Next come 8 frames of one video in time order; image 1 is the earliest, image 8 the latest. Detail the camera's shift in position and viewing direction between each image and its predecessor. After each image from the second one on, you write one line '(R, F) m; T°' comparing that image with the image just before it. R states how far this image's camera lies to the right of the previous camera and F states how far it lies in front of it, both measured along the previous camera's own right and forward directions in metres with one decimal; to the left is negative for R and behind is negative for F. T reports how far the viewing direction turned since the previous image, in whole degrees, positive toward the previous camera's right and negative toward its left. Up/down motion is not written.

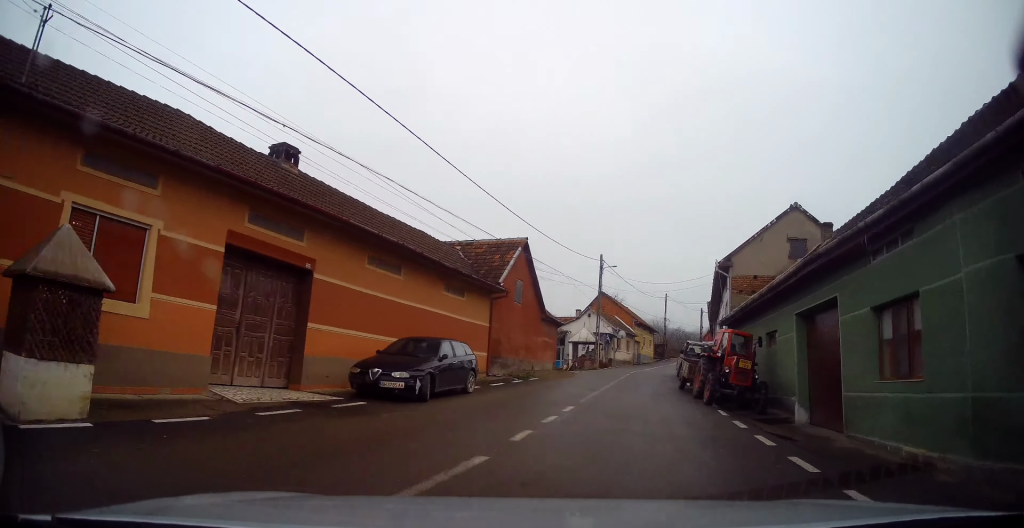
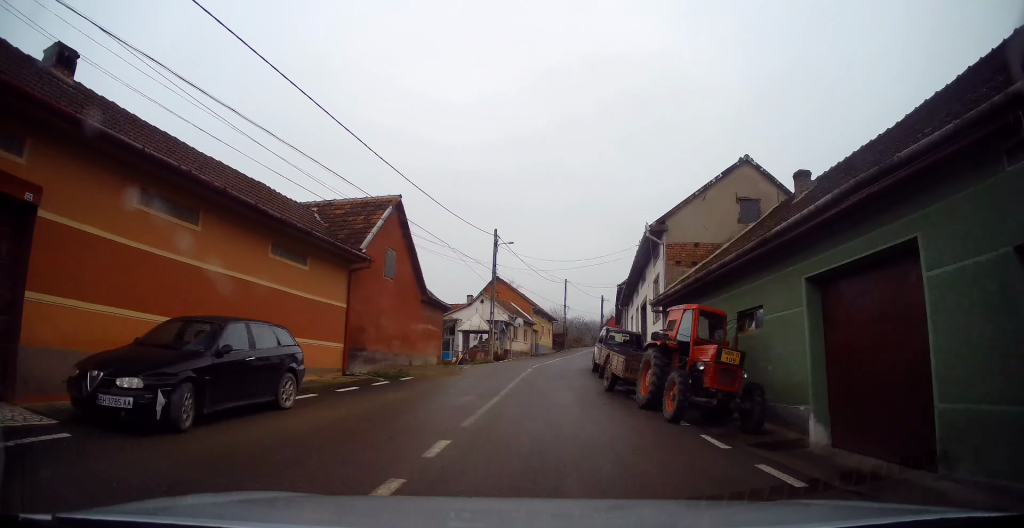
(+0.9, +5.5) m; +11°
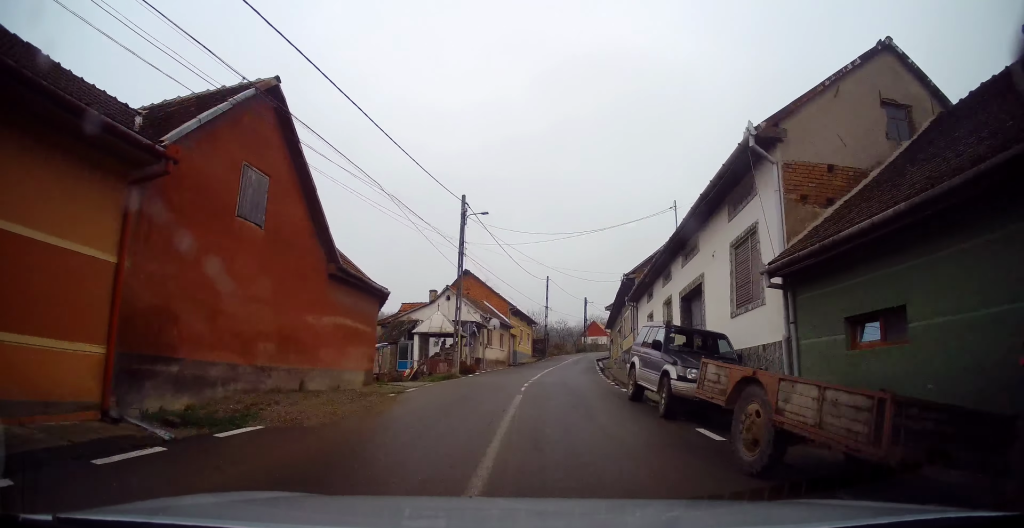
(+0.6, +9.2) m; +7°
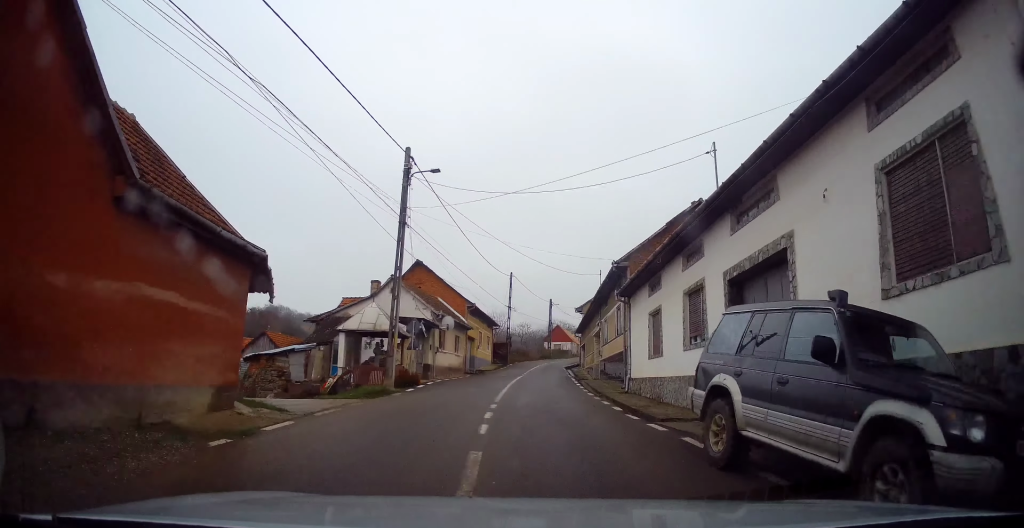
(+0.3, +6.5) m; +4°
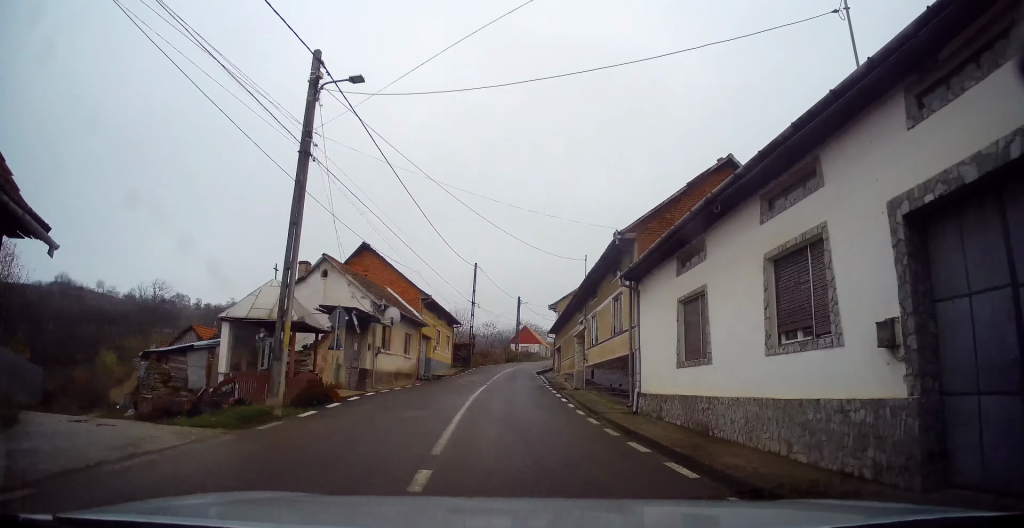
(+0.2, +6.7) m; +3°
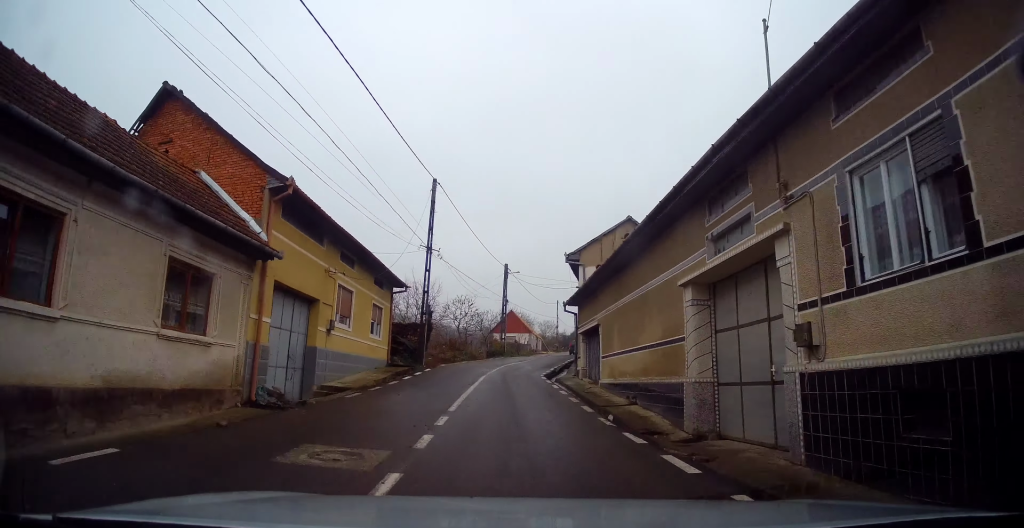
(+0.2, +20.3) m; 0°
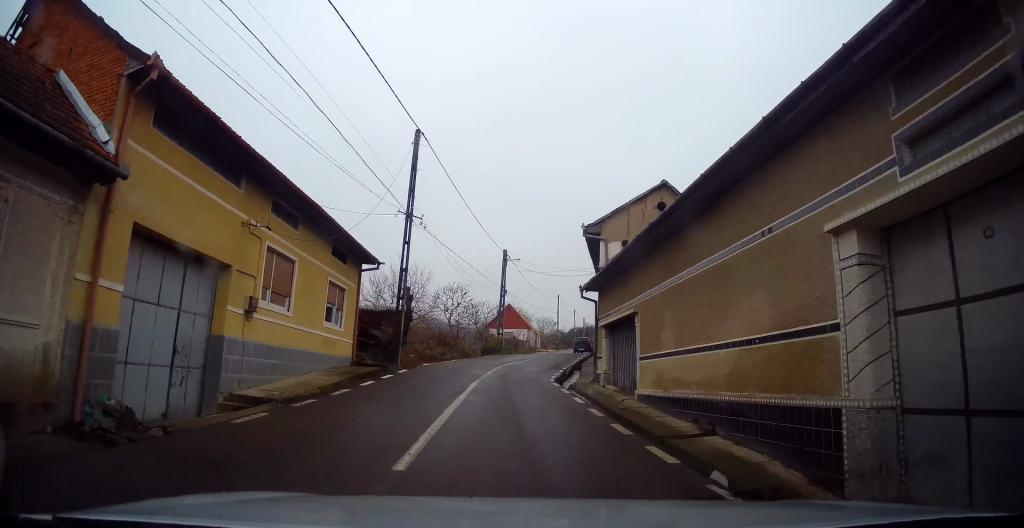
(-0.2, +5.3) m; 0°
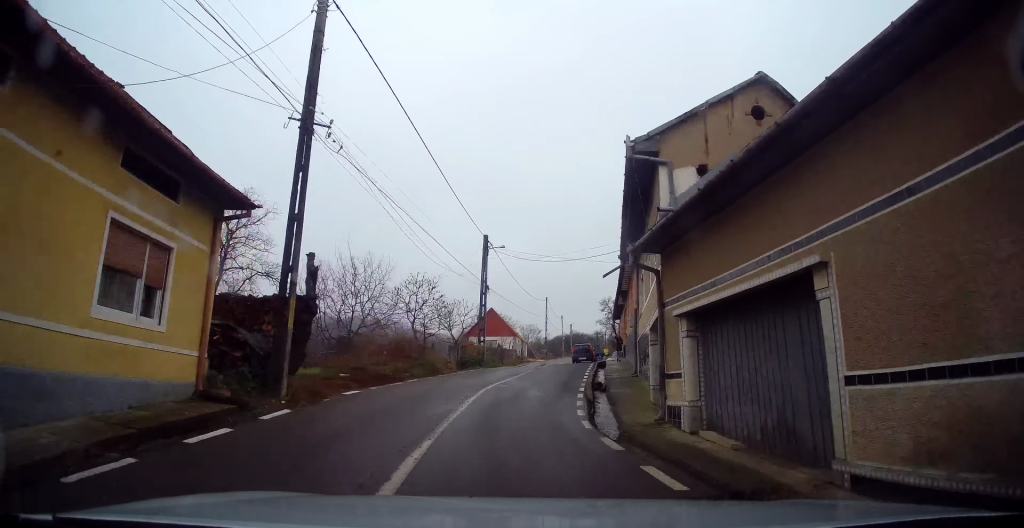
(+0.2, +8.8) m; +4°
